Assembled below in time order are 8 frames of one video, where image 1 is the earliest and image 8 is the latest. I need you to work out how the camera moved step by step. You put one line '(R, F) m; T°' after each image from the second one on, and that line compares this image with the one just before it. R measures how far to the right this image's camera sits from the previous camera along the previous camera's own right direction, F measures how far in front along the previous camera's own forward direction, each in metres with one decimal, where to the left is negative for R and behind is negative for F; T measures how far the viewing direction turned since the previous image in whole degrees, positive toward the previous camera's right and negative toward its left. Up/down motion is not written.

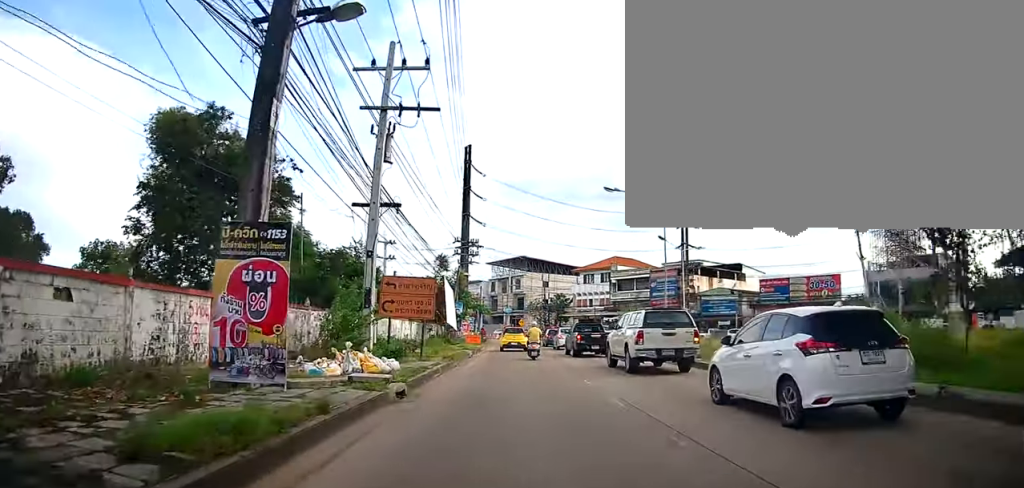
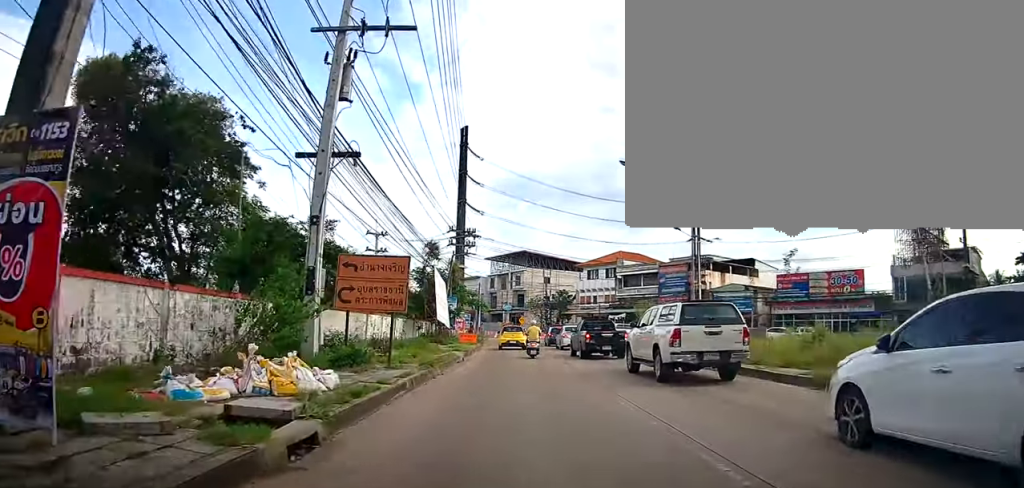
(0.0, +4.8) m; -2°
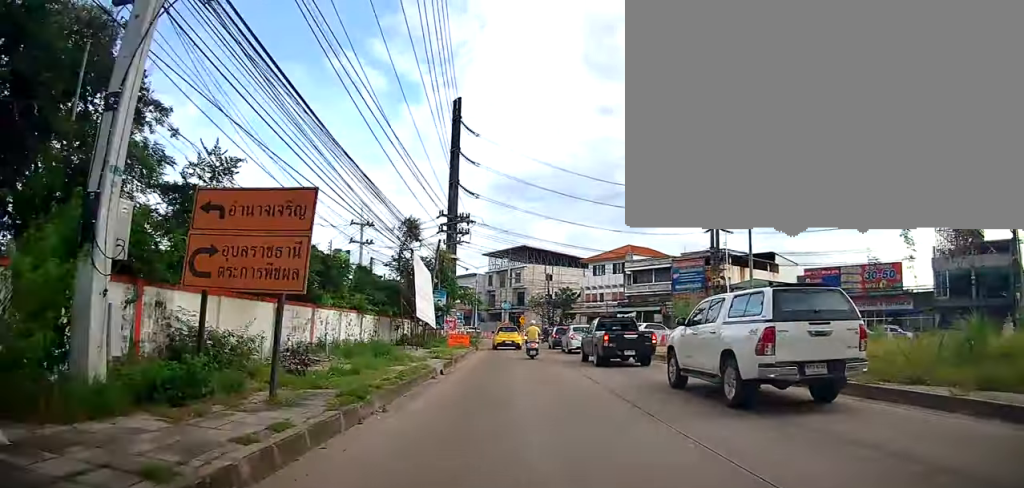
(0.0, +6.9) m; -2°
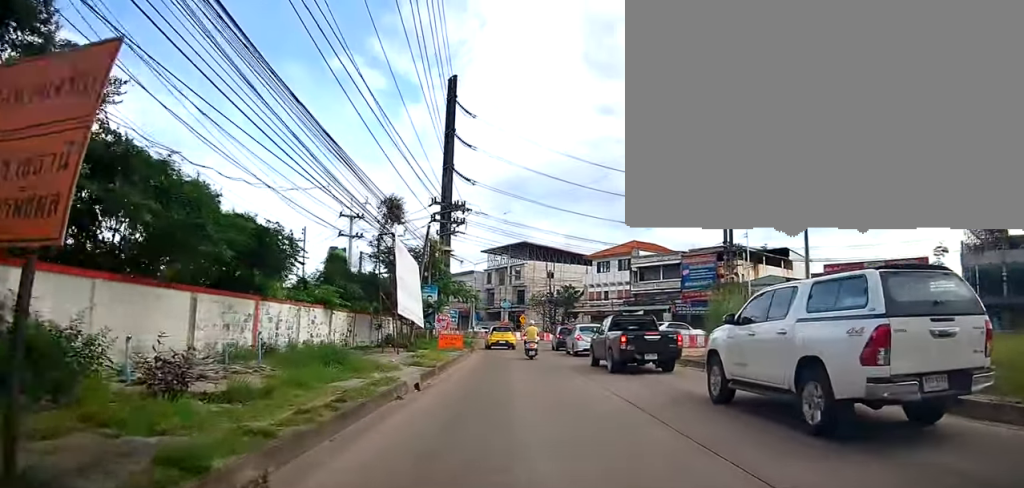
(-0.3, +4.2) m; 0°
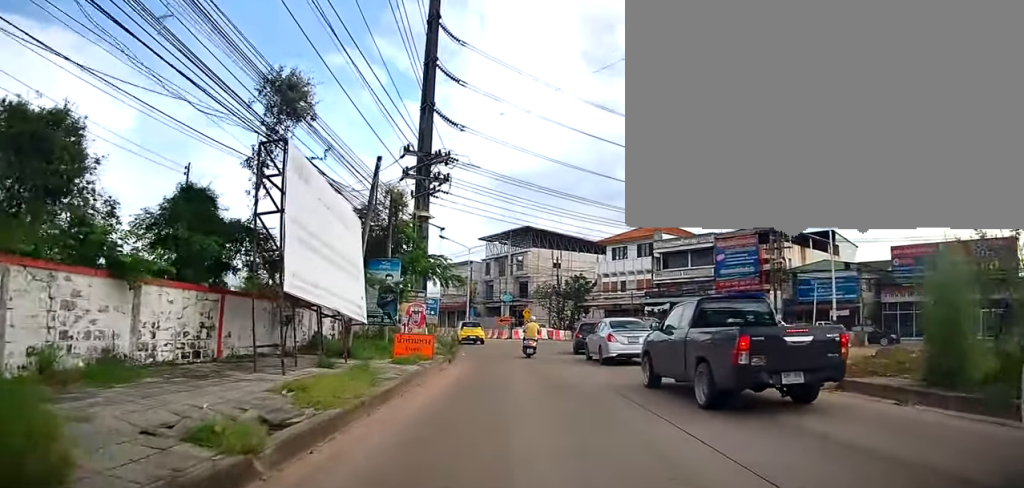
(+0.3, +11.3) m; +4°
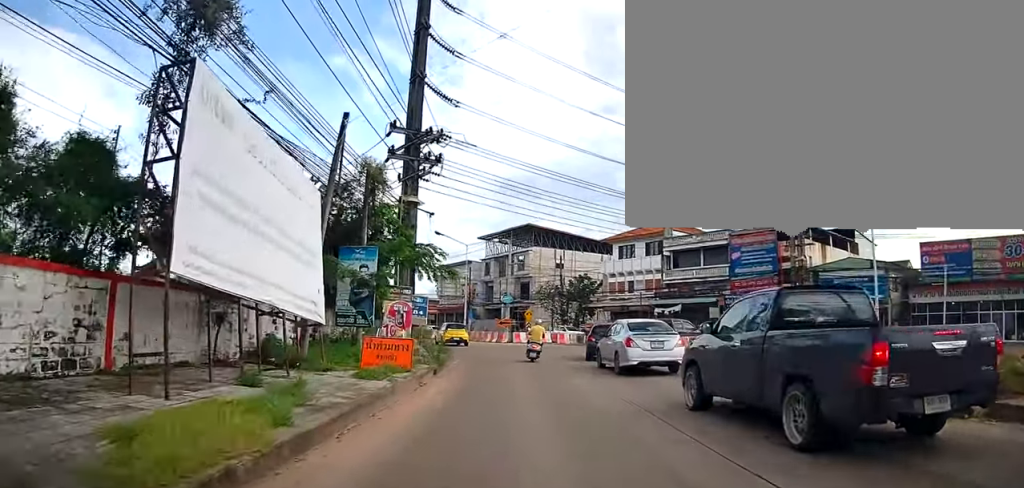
(+0.1, +3.8) m; +1°
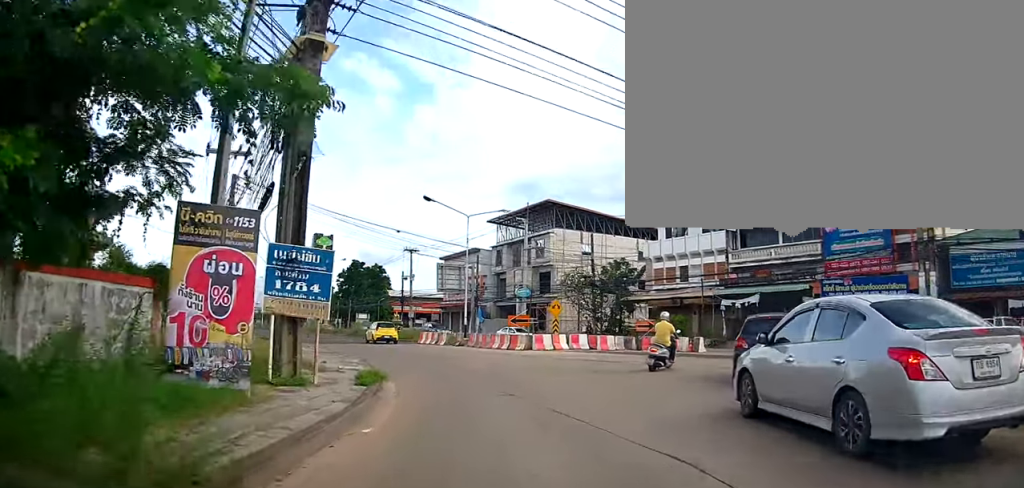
(-0.8, +14.6) m; -7°
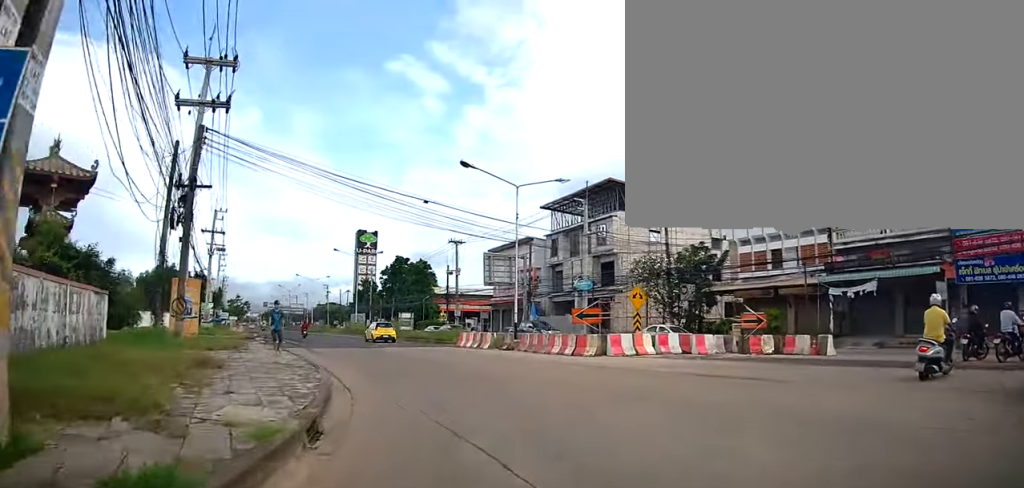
(-0.1, +8.2) m; -1°
